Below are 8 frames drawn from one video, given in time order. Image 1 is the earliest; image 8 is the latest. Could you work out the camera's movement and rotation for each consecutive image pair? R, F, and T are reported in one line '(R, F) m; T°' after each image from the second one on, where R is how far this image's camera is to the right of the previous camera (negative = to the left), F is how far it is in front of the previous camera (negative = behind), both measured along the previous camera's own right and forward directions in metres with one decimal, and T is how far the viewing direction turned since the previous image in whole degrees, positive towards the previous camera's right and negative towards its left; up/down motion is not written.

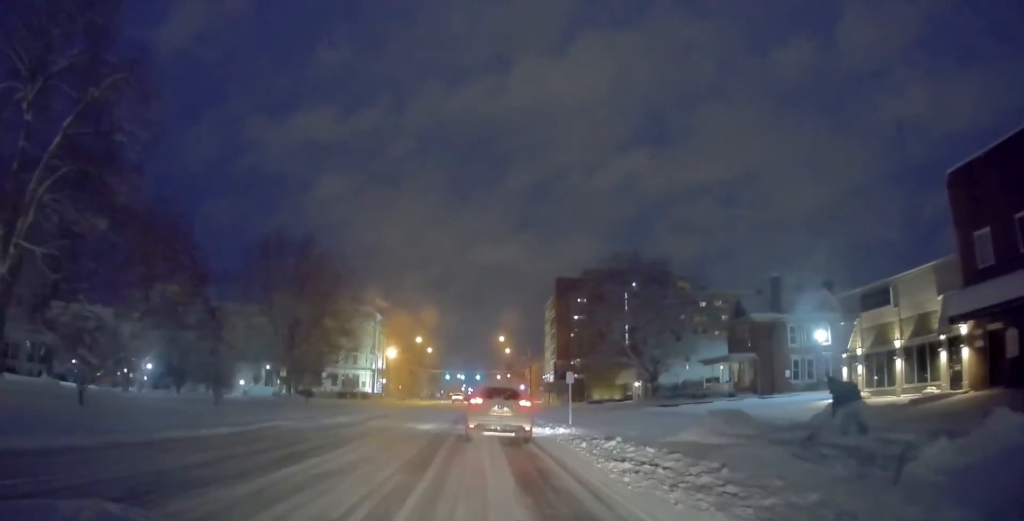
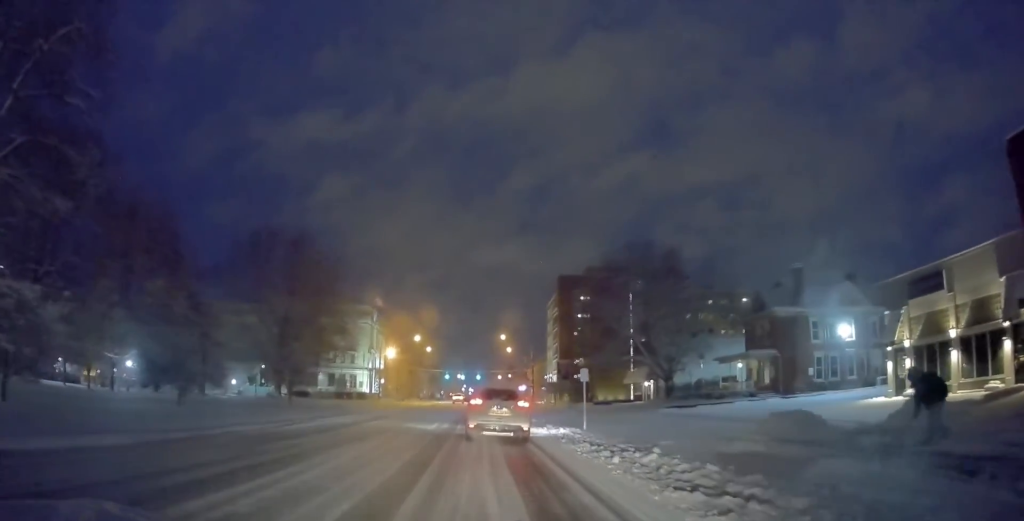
(0.0, +3.5) m; +1°
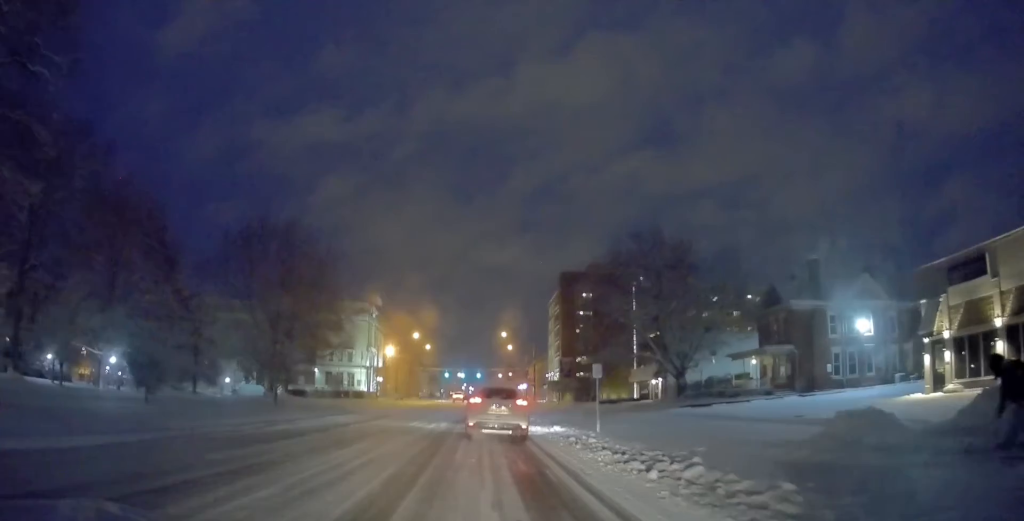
(0.0, +2.4) m; +1°
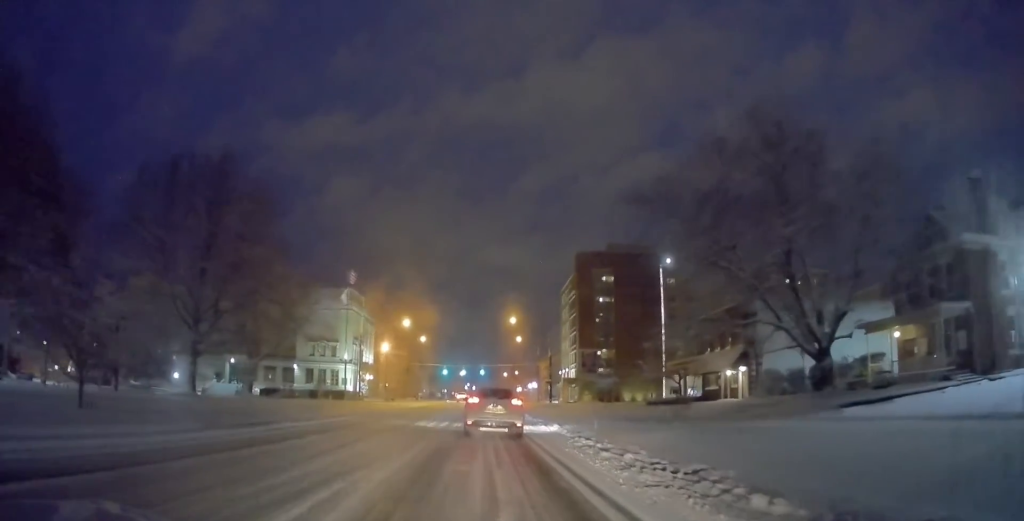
(-0.6, +17.6) m; 0°
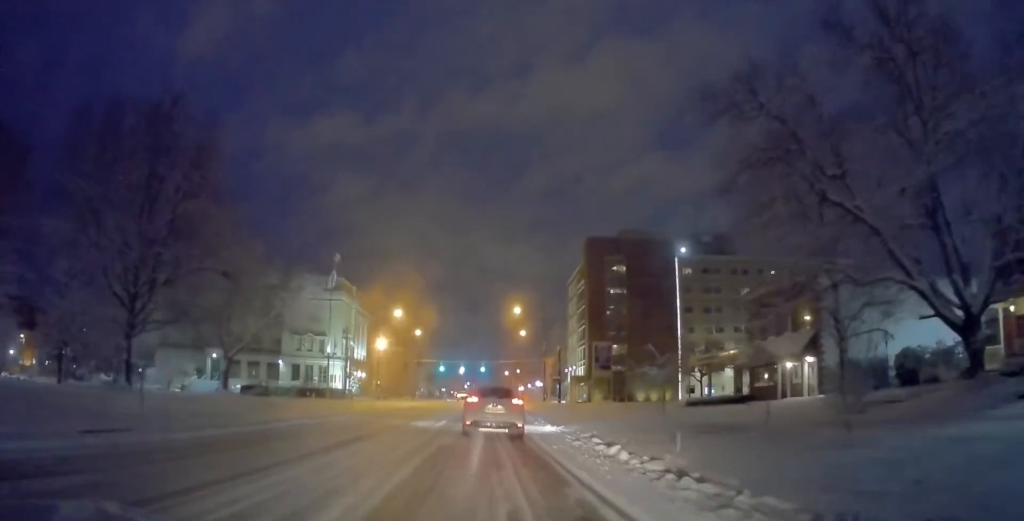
(+0.2, +8.3) m; 0°
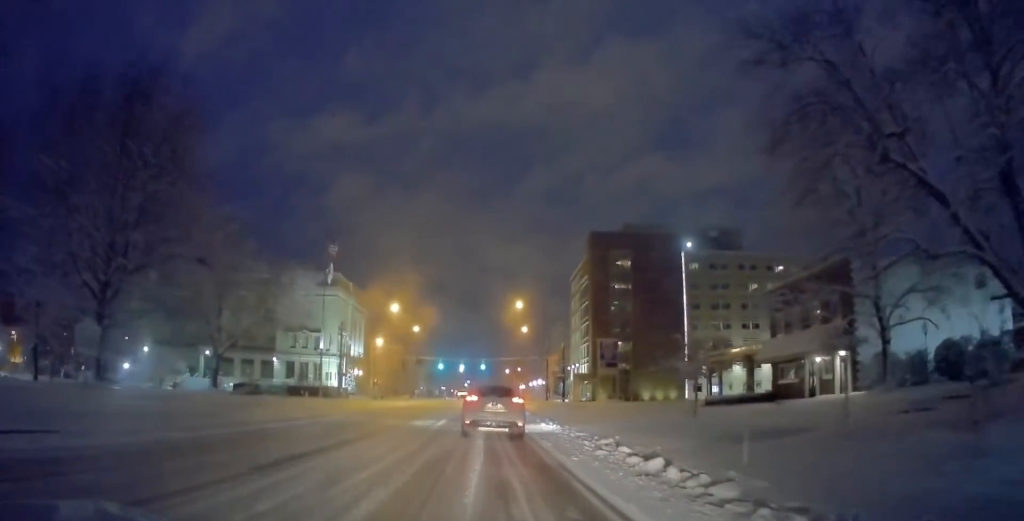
(-0.1, +3.2) m; -2°
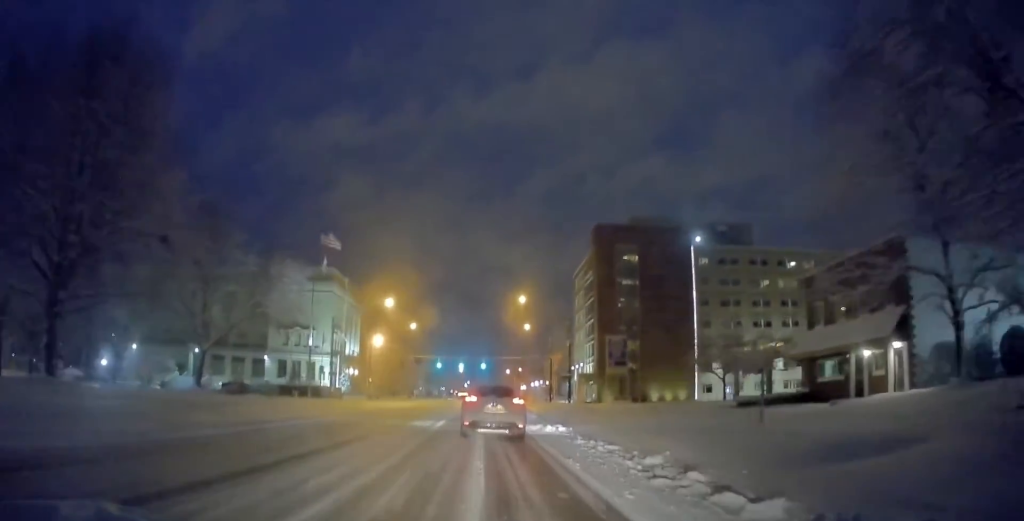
(0.0, +4.4) m; -2°
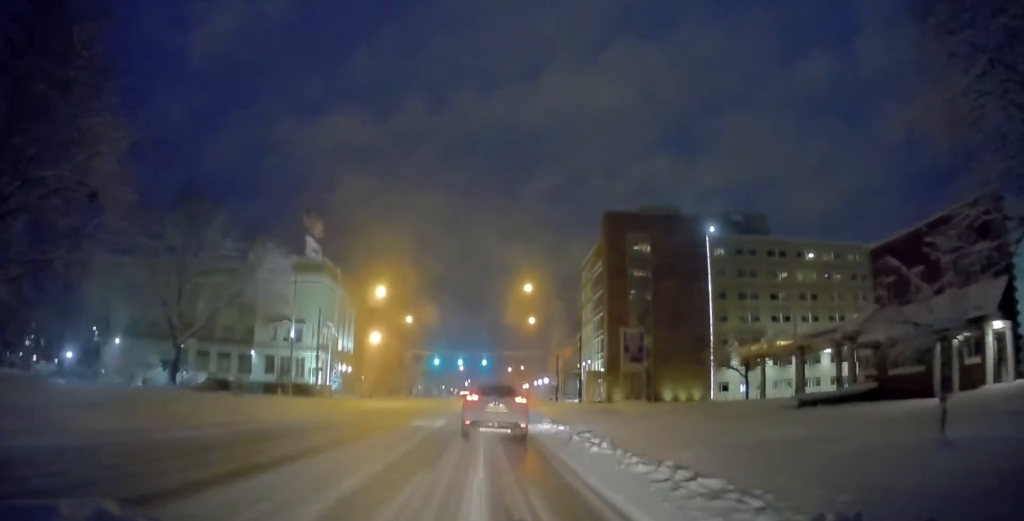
(-0.2, +6.5) m; +2°
